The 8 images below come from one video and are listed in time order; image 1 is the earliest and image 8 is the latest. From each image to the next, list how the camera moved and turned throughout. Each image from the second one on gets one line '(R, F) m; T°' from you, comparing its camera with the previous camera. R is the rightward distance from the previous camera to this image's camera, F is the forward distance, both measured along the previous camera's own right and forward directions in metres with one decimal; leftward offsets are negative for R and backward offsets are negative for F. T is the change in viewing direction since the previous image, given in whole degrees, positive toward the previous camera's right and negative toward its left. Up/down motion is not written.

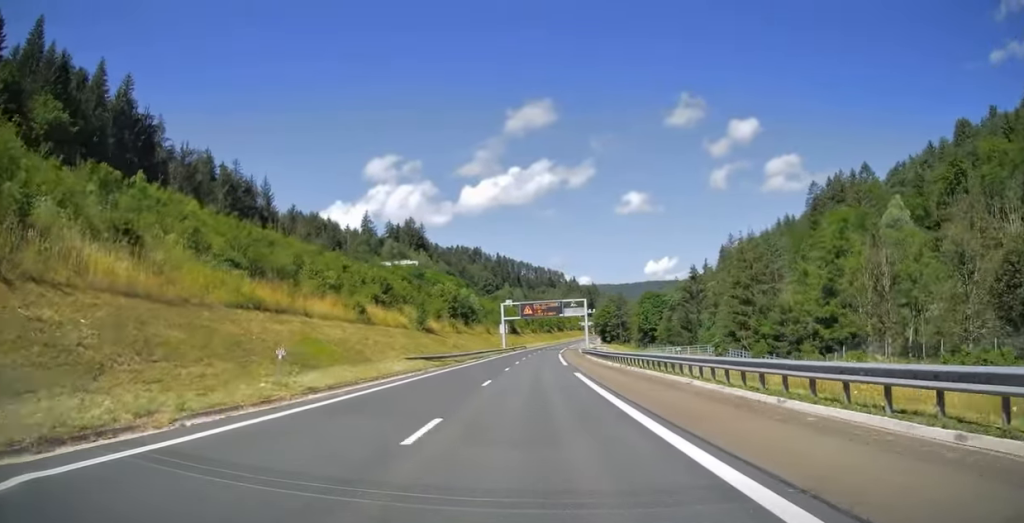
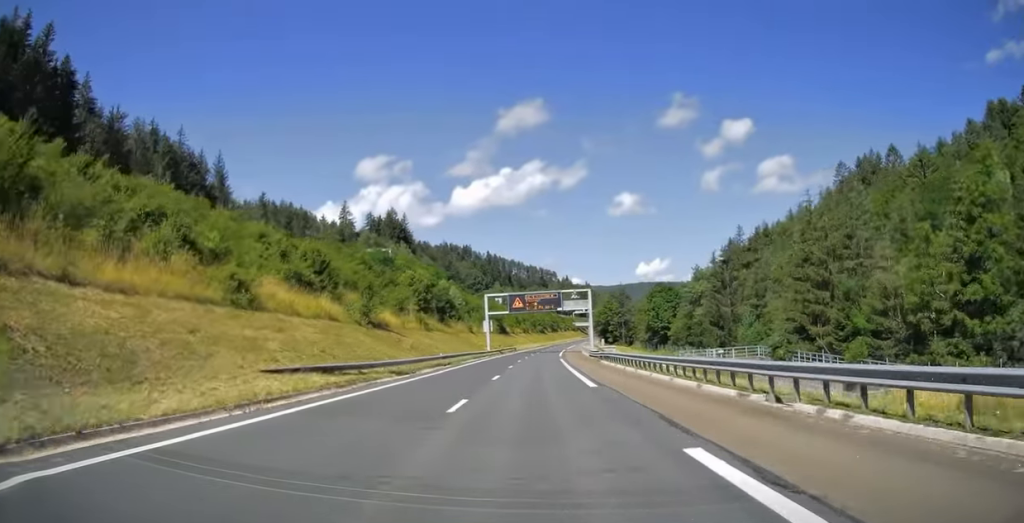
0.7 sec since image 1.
(+0.1, +21.8) m; +1°
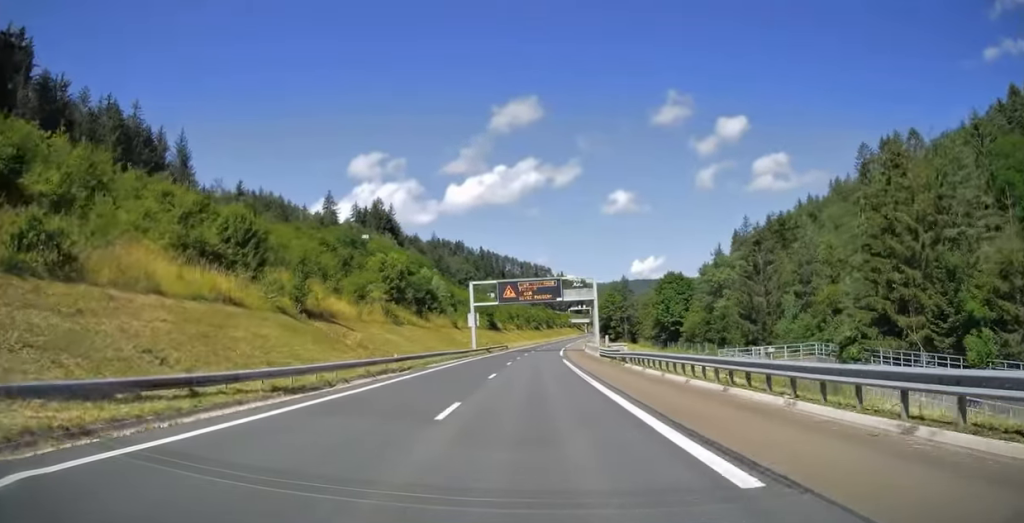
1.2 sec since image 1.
(+0.2, +14.6) m; 0°
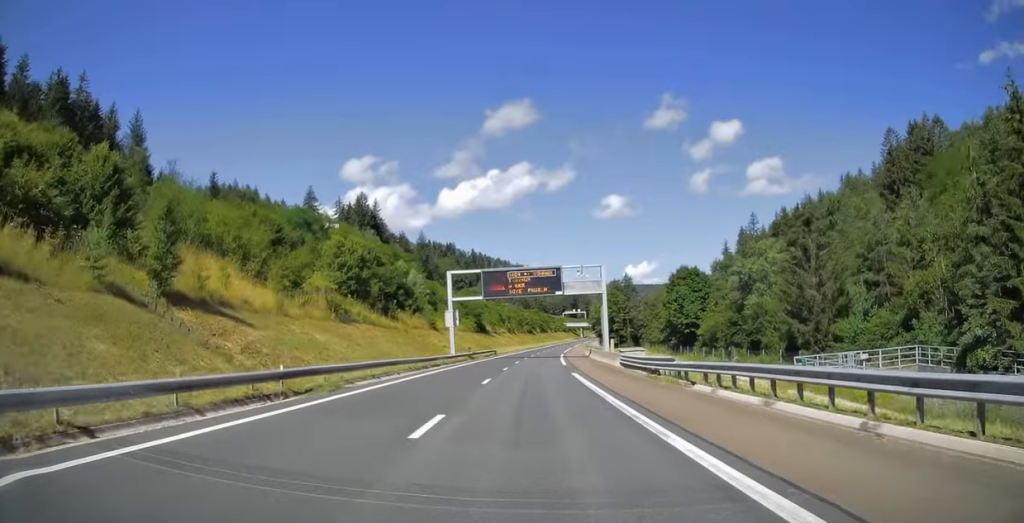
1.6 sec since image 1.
(+0.1, +15.1) m; 0°
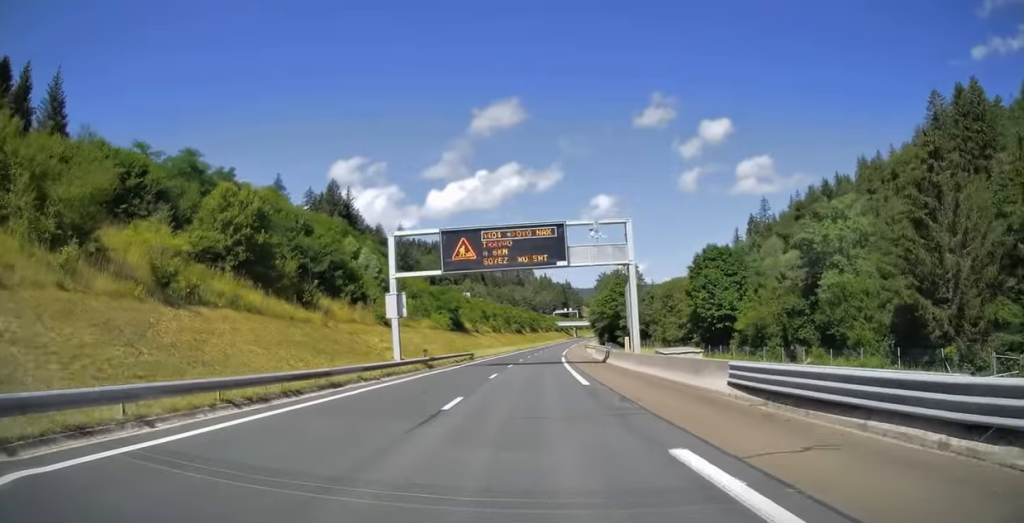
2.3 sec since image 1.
(-0.1, +21.9) m; 0°
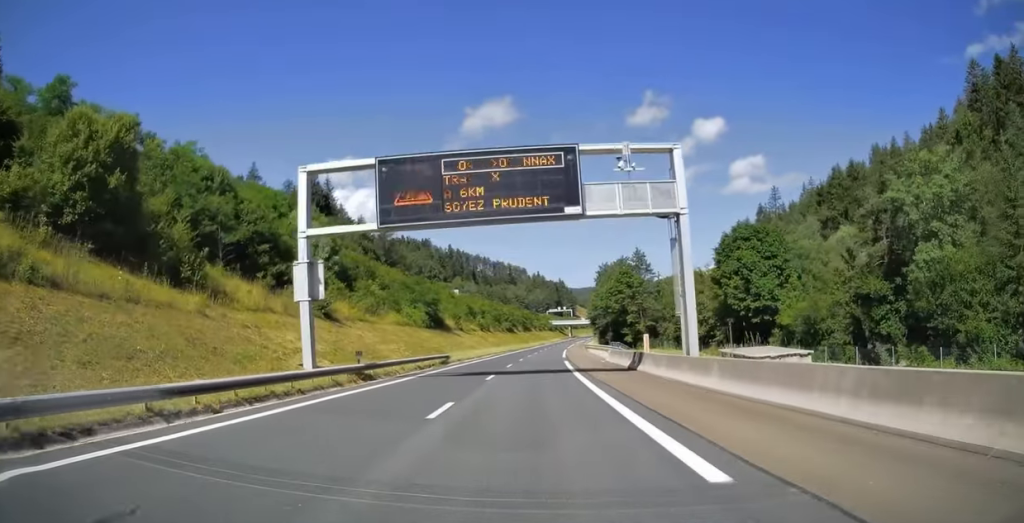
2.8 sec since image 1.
(+0.2, +15.1) m; +1°
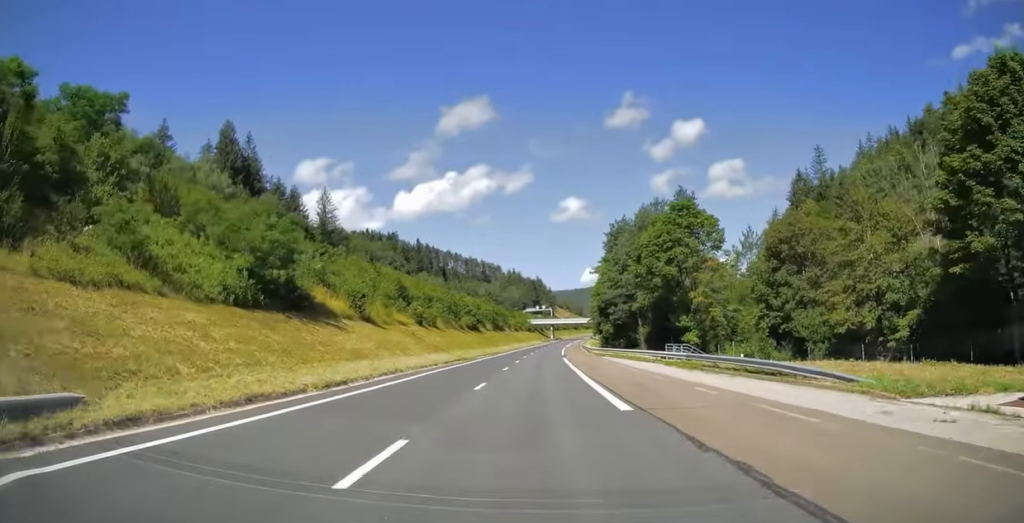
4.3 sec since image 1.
(+0.9, +45.2) m; +3°
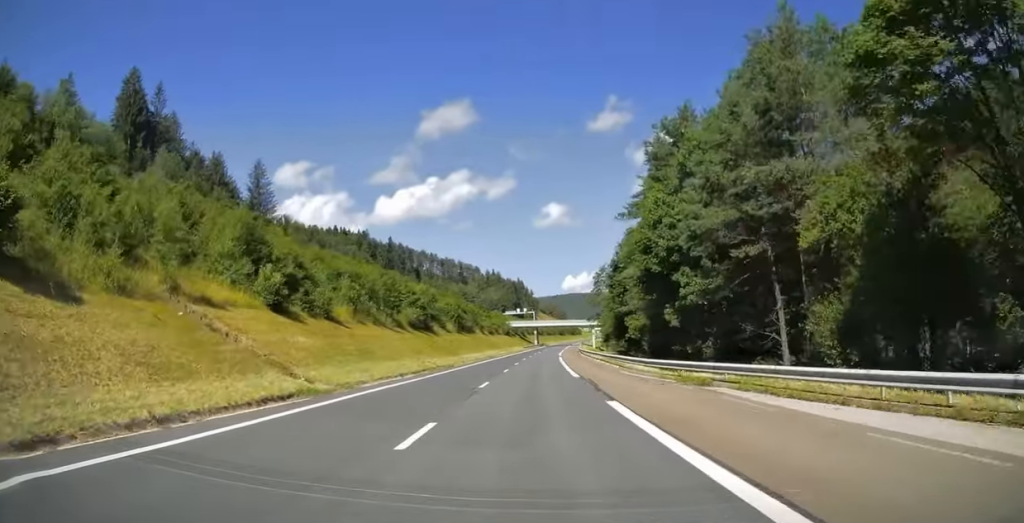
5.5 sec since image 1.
(+0.6, +36.7) m; +2°
